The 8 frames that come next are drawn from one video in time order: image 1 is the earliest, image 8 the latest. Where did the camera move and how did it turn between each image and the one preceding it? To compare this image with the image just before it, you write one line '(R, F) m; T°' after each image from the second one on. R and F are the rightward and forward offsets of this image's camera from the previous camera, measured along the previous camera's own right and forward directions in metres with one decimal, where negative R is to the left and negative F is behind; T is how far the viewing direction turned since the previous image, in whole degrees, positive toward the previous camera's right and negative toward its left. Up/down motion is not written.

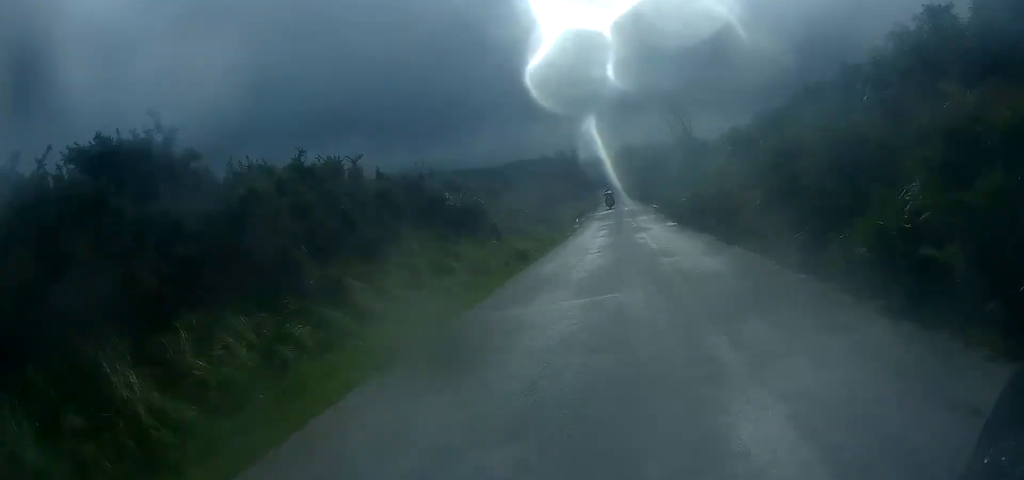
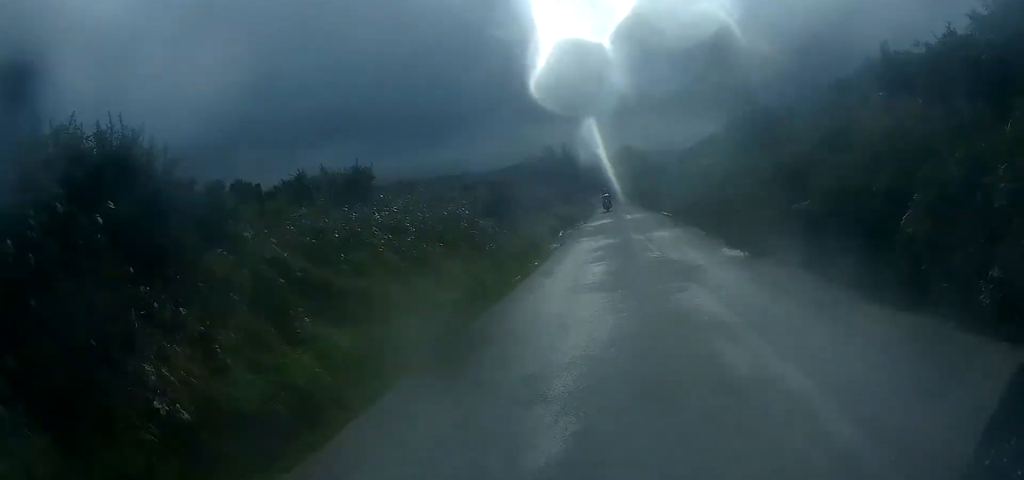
(0.0, +10.7) m; 0°
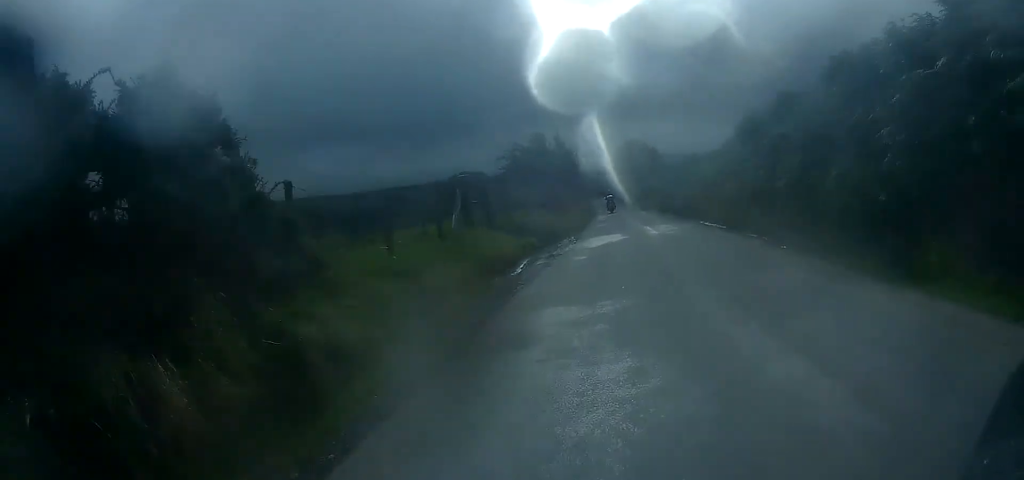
(+0.1, +13.2) m; 0°
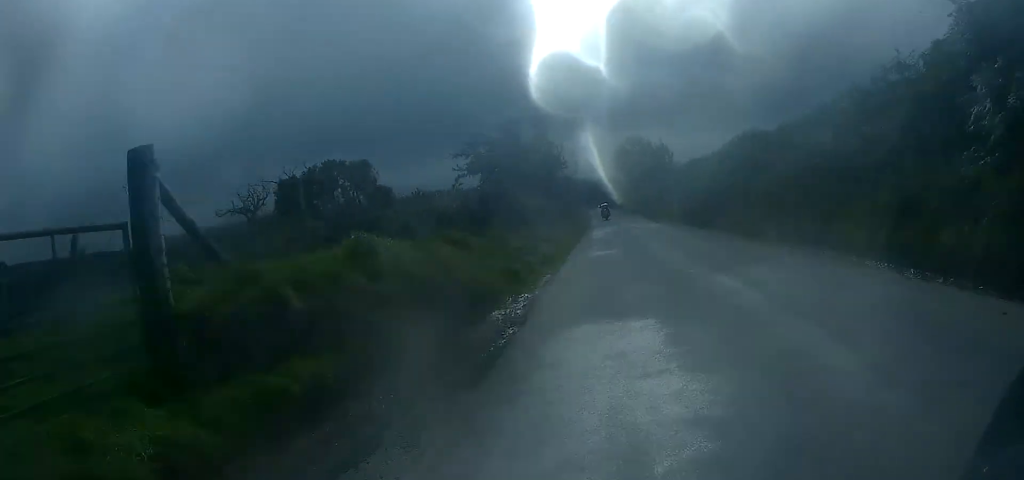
(+0.1, +13.2) m; 0°
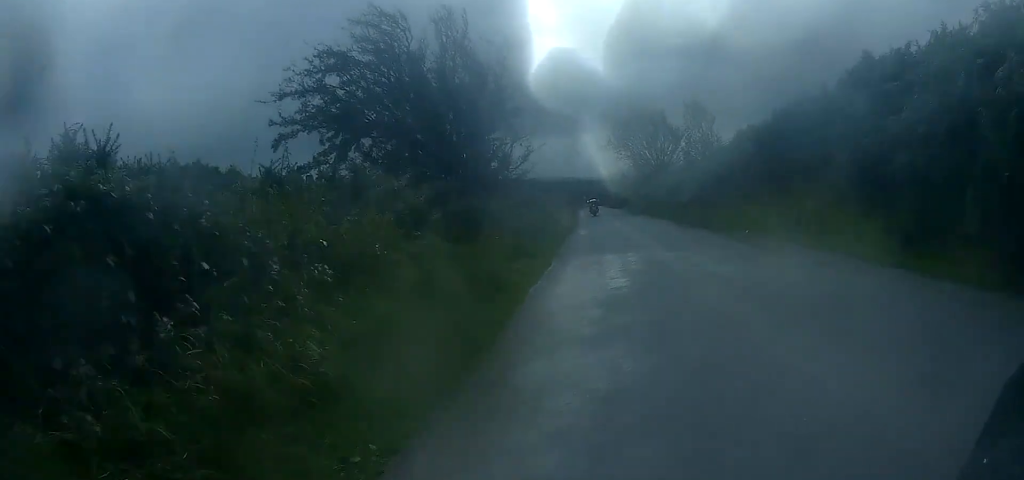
(0.0, +19.9) m; 0°
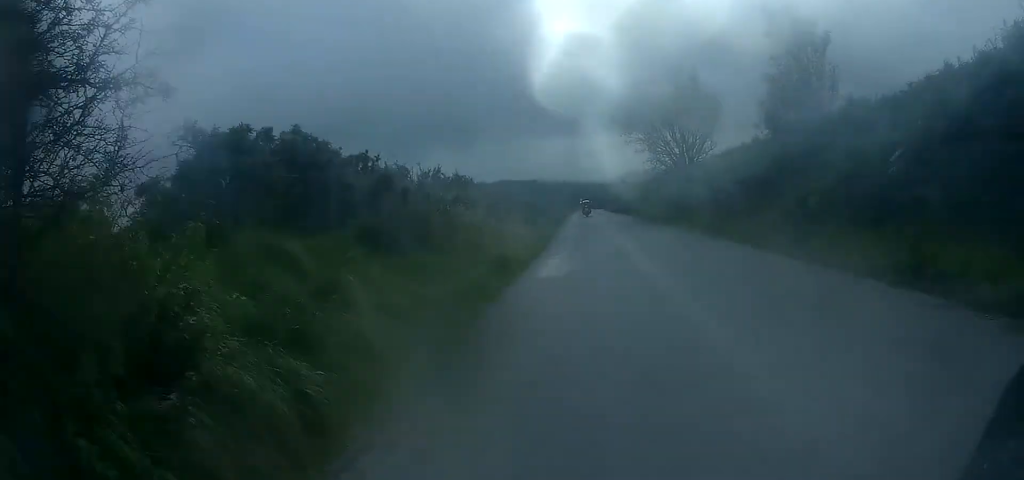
(0.0, +15.1) m; 0°
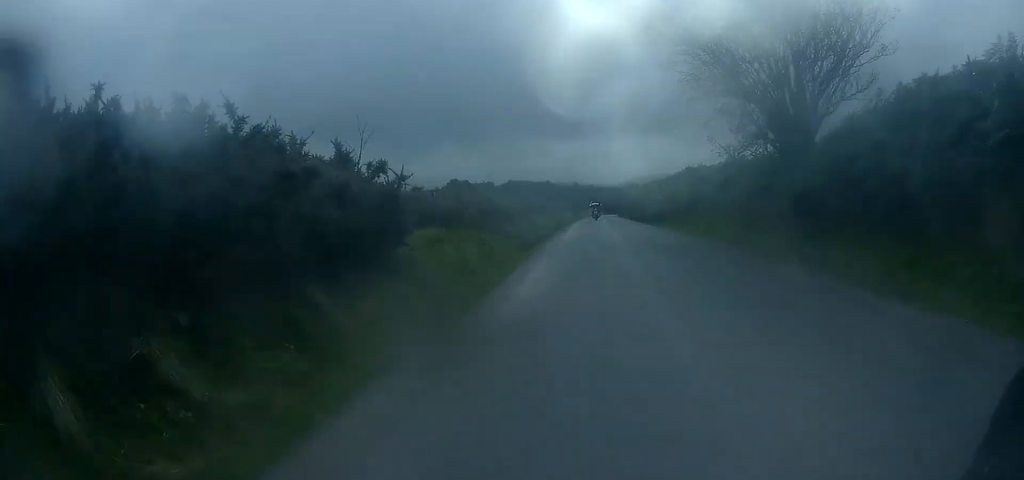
(-0.1, +18.1) m; 0°
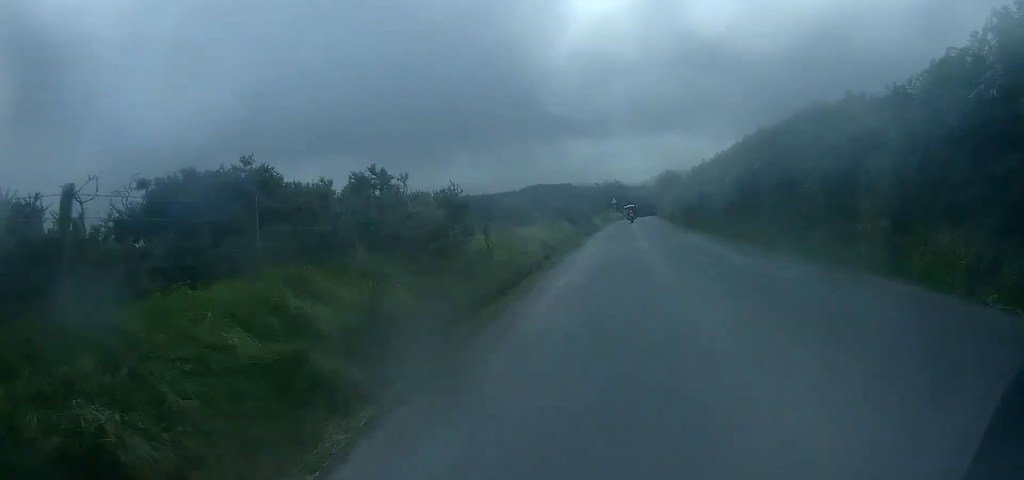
(-0.6, +37.0) m; -1°
